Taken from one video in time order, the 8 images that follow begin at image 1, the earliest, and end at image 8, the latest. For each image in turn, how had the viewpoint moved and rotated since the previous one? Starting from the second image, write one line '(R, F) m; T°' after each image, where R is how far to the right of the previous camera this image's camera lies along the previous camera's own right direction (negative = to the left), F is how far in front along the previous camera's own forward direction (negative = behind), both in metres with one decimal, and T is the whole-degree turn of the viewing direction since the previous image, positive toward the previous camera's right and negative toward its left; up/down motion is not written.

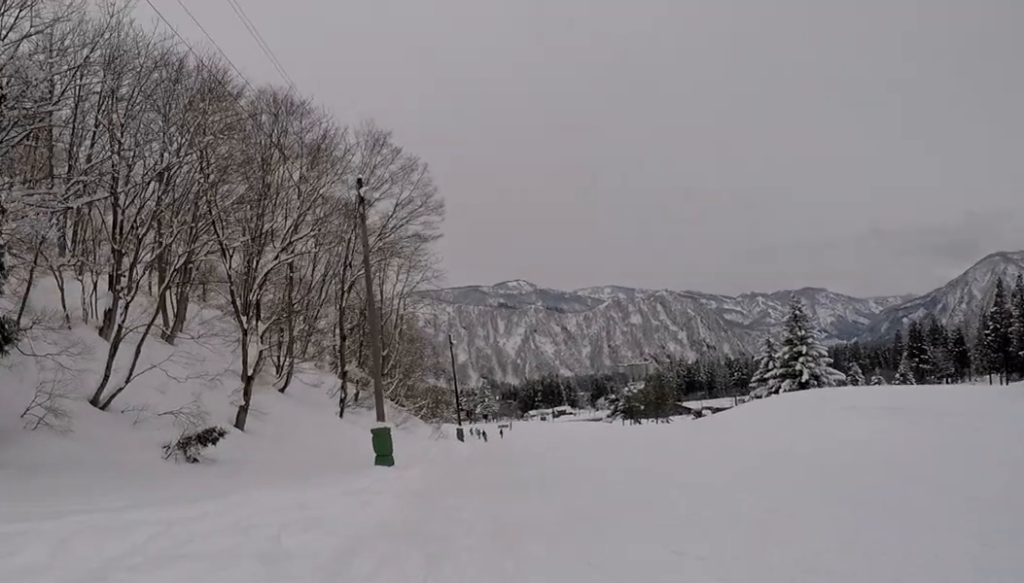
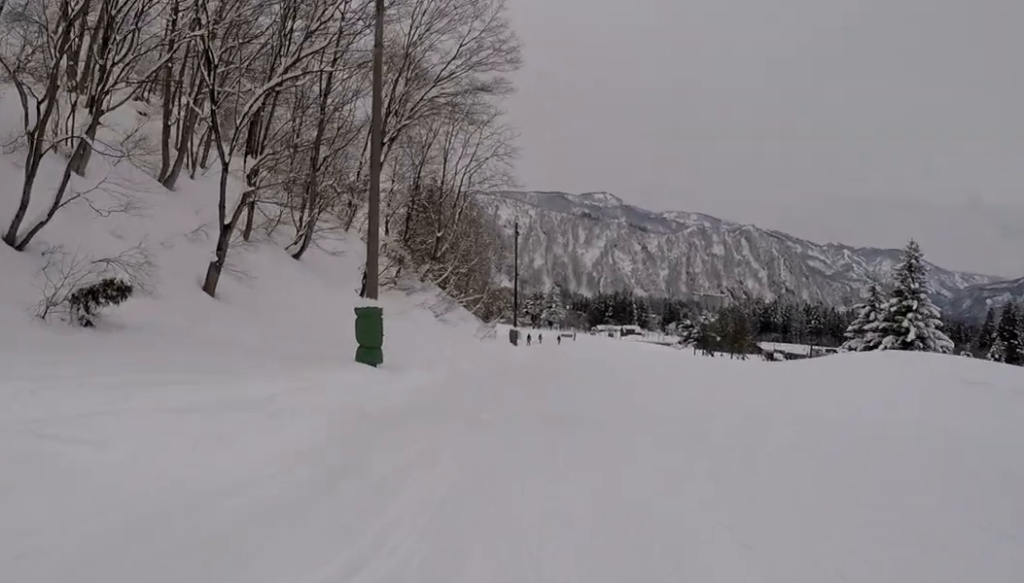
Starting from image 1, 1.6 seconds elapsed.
(-2.6, +8.5) m; -11°
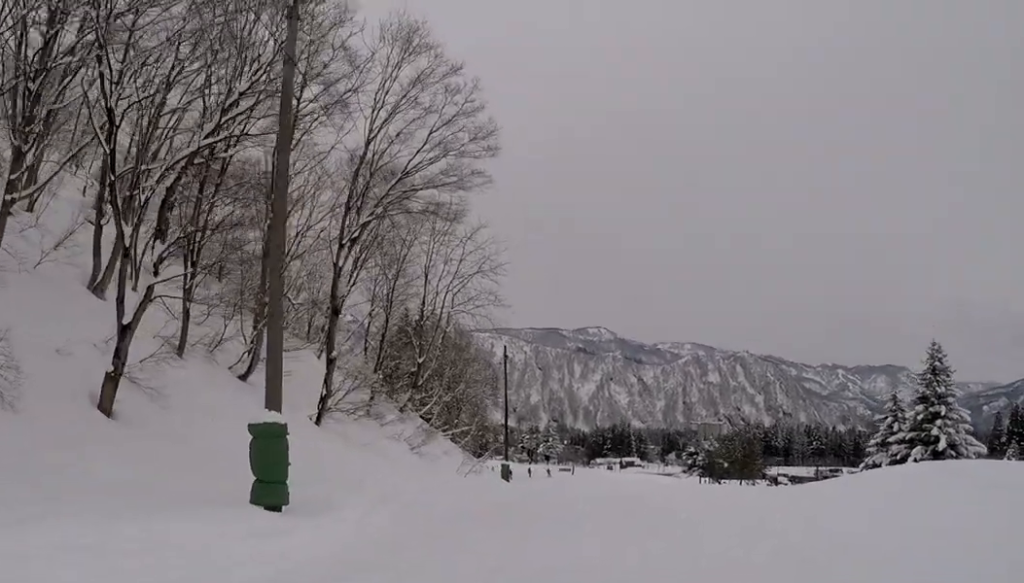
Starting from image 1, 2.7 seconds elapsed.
(+1.4, +6.3) m; +2°
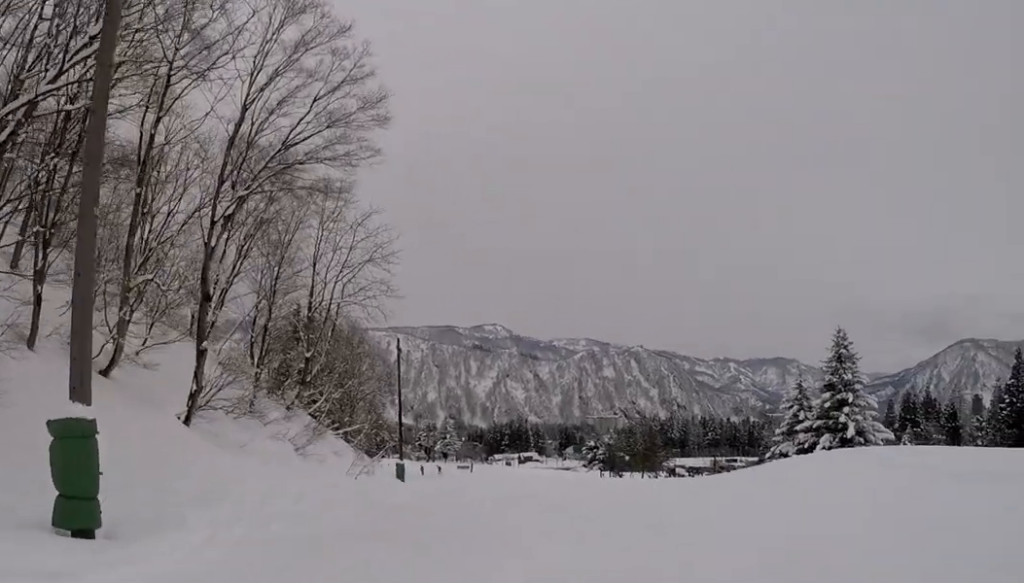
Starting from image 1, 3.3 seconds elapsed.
(-0.7, +3.1) m; -2°
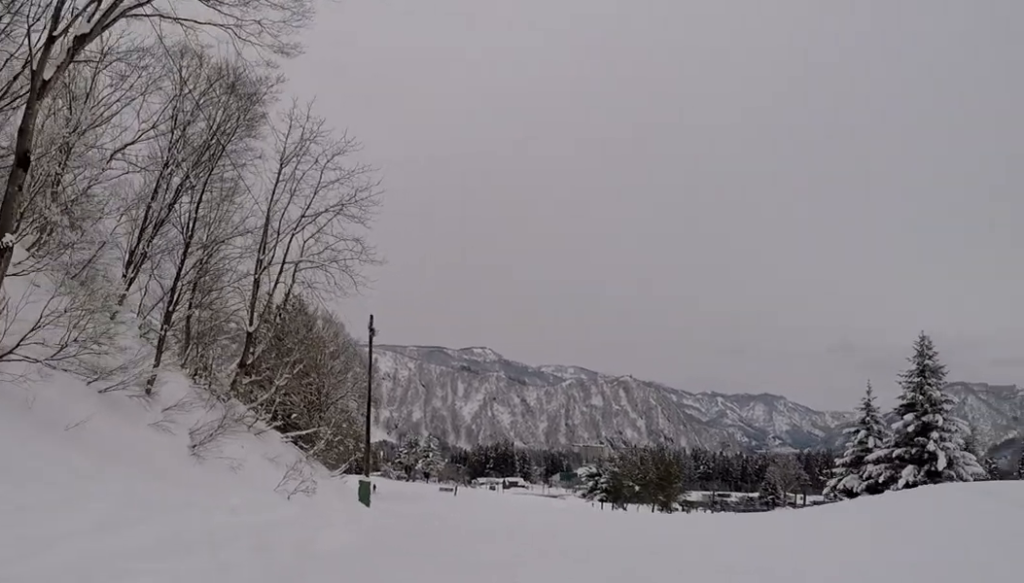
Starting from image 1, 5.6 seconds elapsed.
(-0.7, +14.1) m; +3°
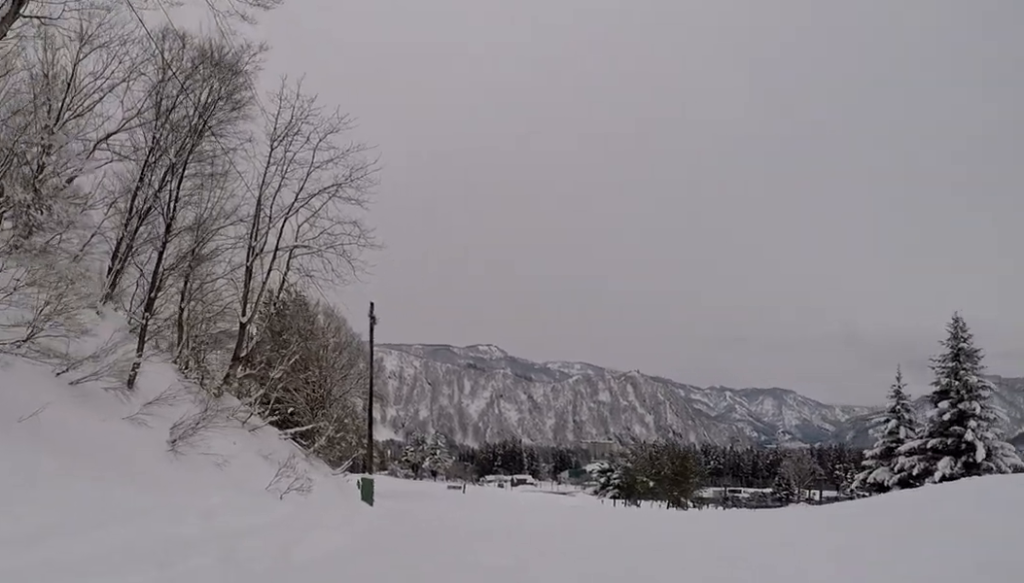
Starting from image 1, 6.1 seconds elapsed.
(+0.7, +2.7) m; 0°
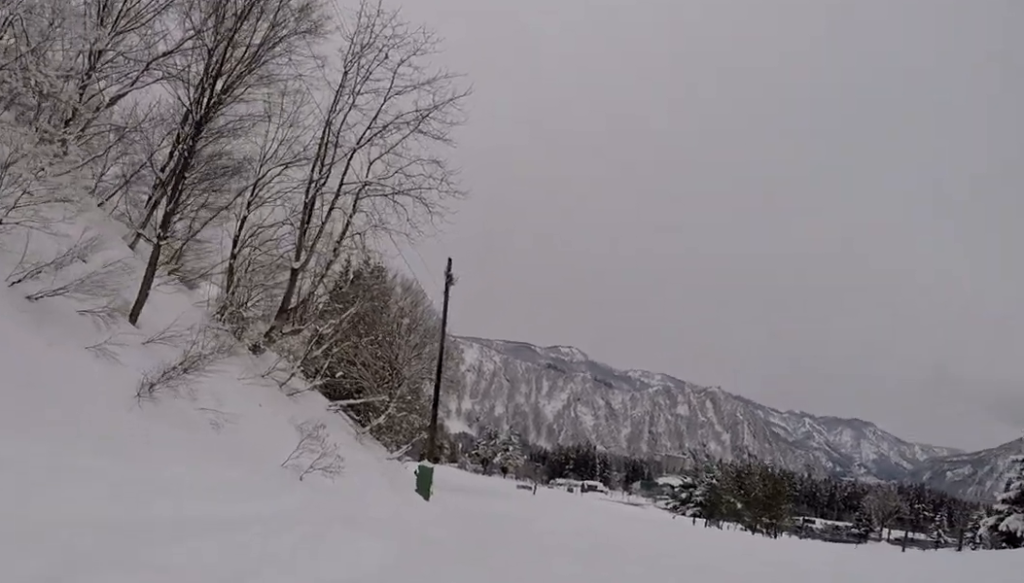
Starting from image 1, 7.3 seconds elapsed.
(-0.1, +6.6) m; -3°
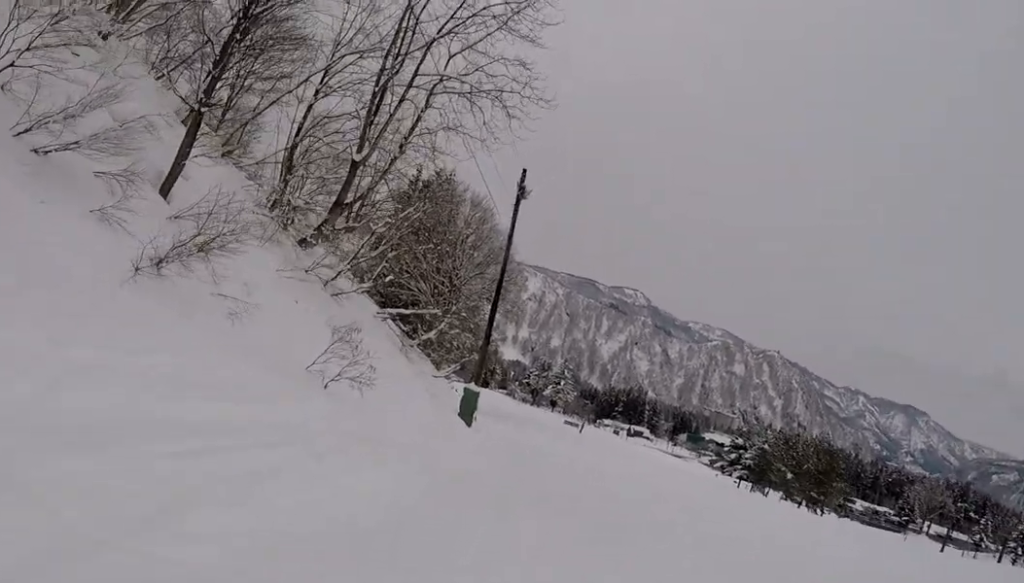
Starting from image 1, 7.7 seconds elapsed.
(-0.4, +2.6) m; -2°
